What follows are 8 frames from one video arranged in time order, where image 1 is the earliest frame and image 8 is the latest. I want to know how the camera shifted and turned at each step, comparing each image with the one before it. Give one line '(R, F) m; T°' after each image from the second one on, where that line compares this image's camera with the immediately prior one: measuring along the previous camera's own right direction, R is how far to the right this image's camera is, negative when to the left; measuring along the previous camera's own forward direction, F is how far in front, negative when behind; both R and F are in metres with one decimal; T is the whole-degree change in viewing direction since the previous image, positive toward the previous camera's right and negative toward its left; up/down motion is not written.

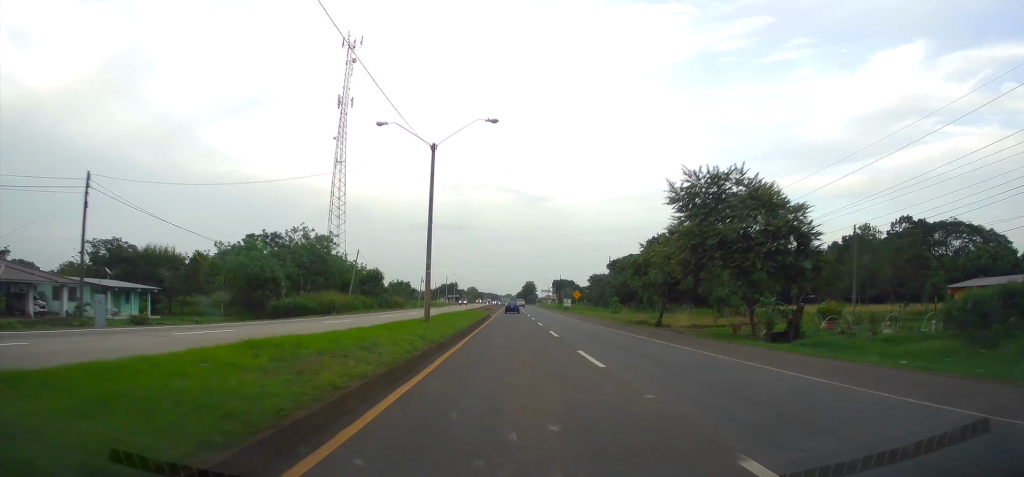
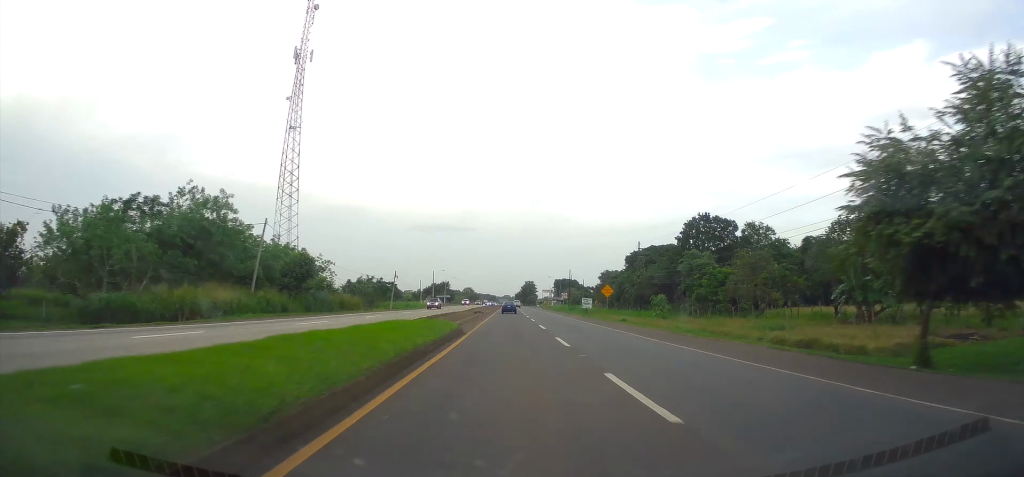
(+0.2, +29.2) m; 0°
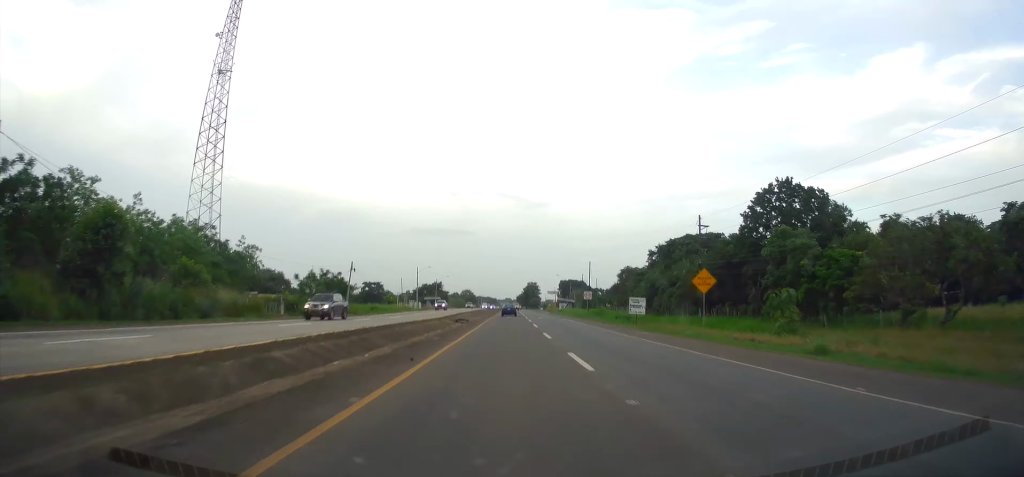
(0.0, +29.0) m; 0°
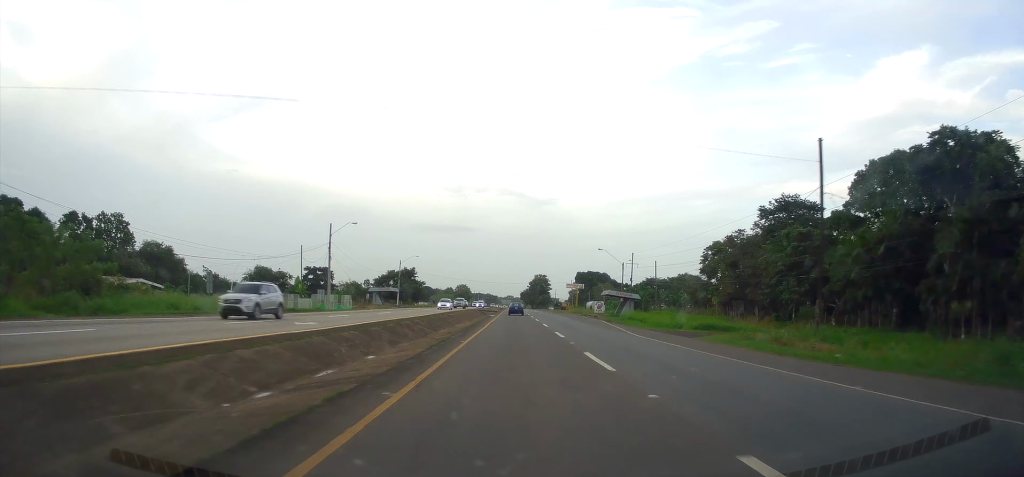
(-0.6, +68.8) m; 0°
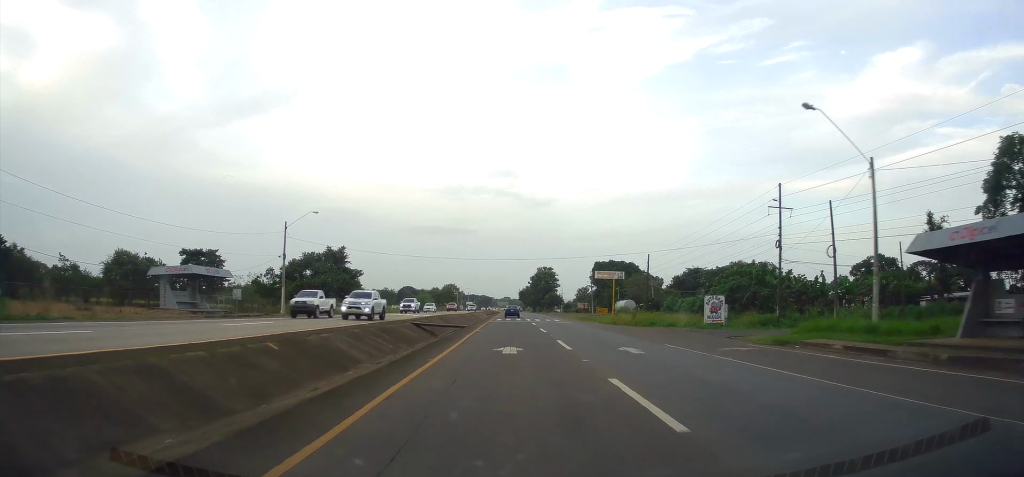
(+0.4, +62.4) m; 0°
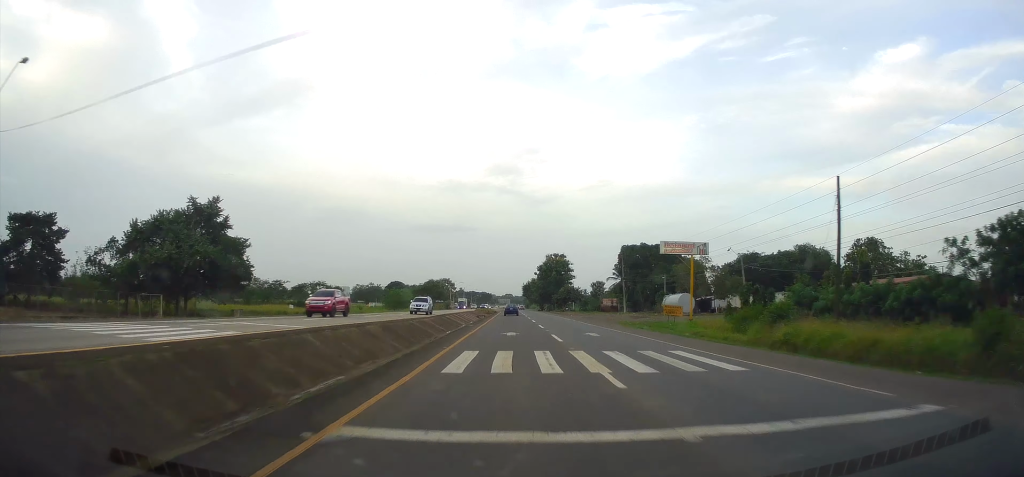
(0.0, +42.8) m; 0°
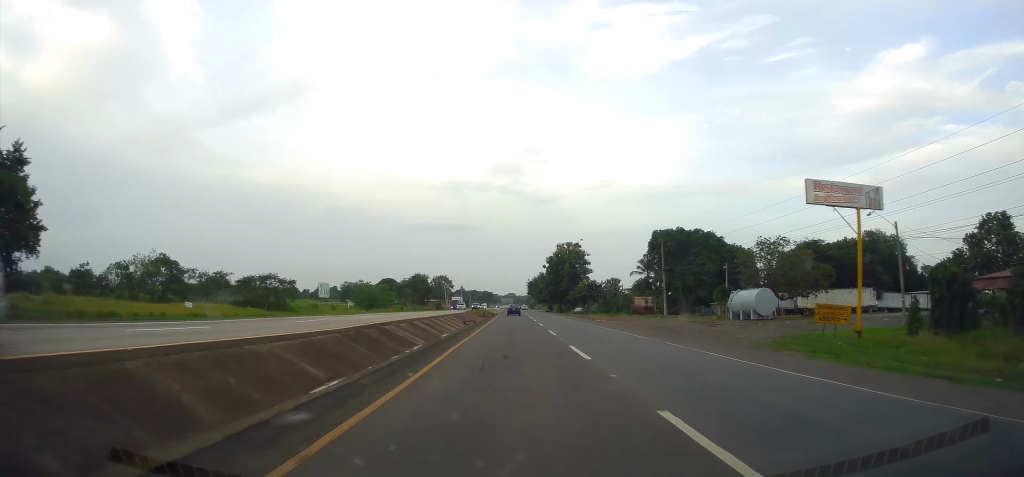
(-0.1, +29.9) m; 0°
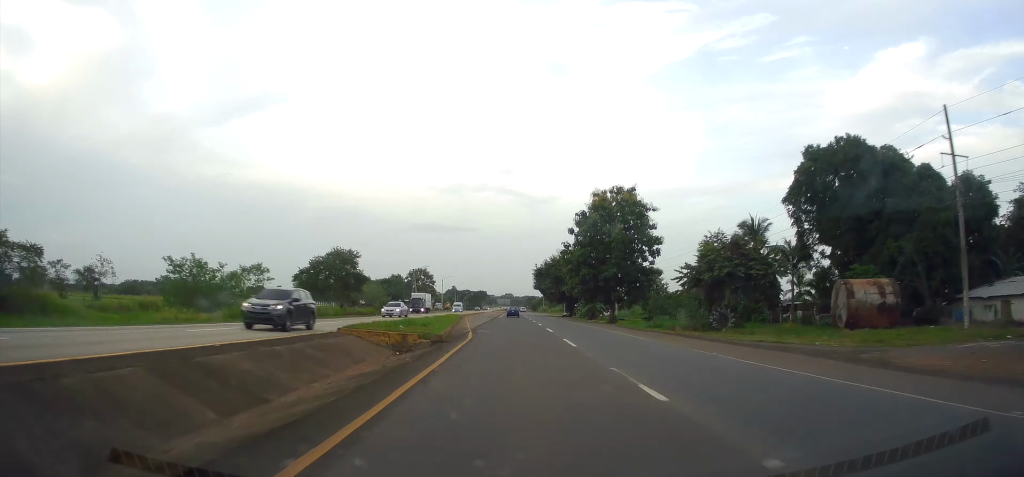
(+0.1, +63.4) m; 0°
